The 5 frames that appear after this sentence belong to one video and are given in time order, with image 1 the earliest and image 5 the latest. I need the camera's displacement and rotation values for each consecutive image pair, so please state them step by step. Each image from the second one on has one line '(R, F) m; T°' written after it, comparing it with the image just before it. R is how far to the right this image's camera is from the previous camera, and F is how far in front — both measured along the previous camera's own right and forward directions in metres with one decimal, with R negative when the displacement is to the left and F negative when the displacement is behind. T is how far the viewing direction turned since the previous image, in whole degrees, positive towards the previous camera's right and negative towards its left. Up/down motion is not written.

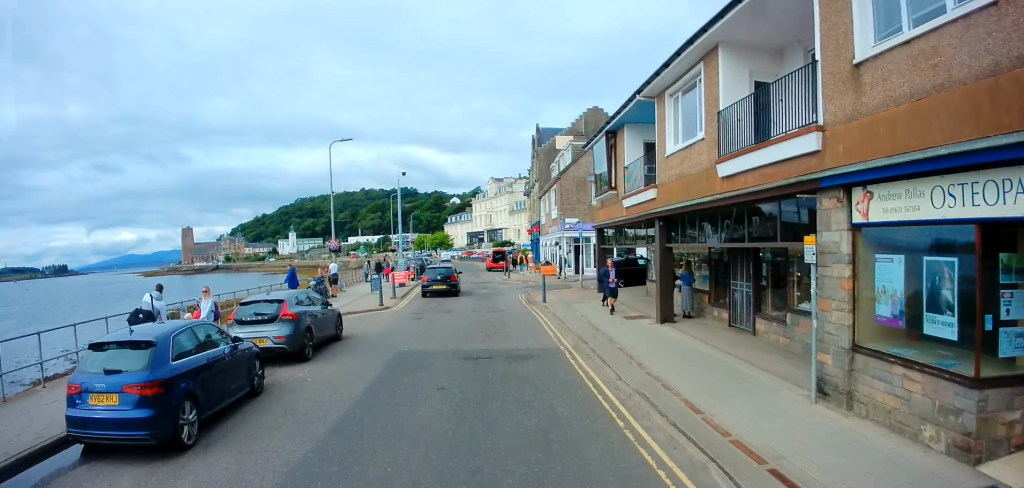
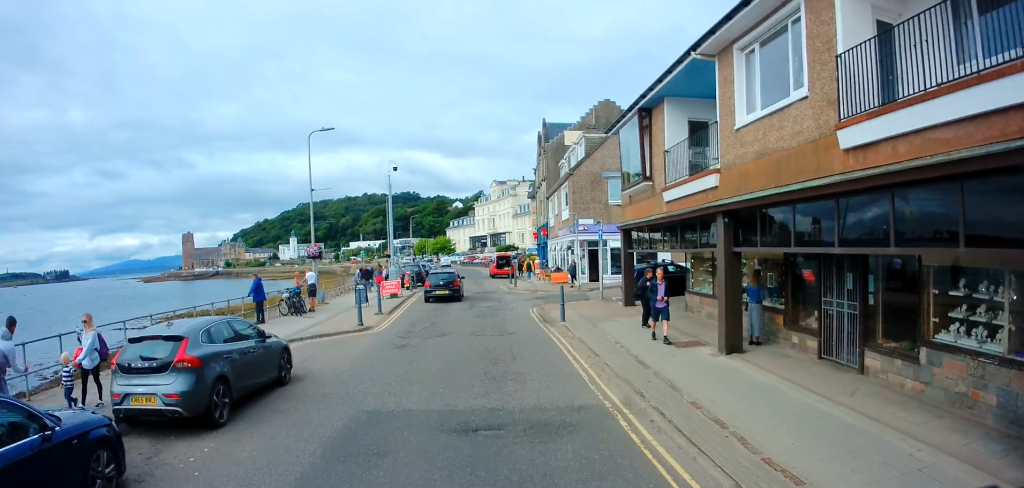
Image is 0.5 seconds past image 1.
(+0.1, +4.2) m; 0°
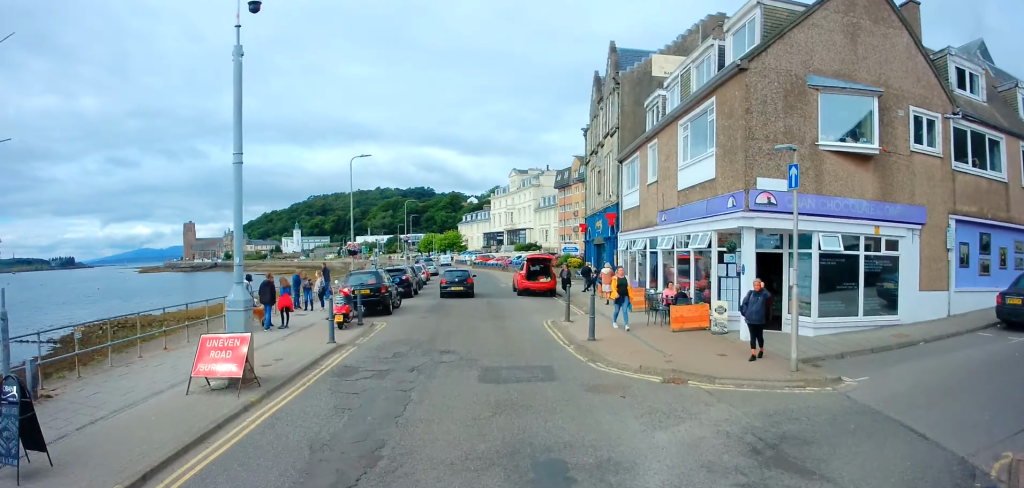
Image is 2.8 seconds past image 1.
(-1.0, +20.2) m; -4°
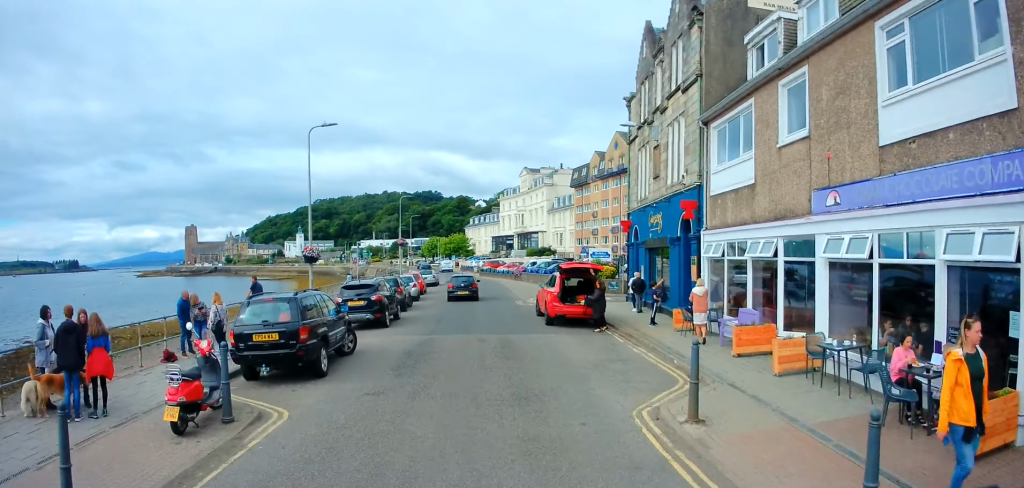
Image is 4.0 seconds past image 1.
(0.0, +9.9) m; -1°
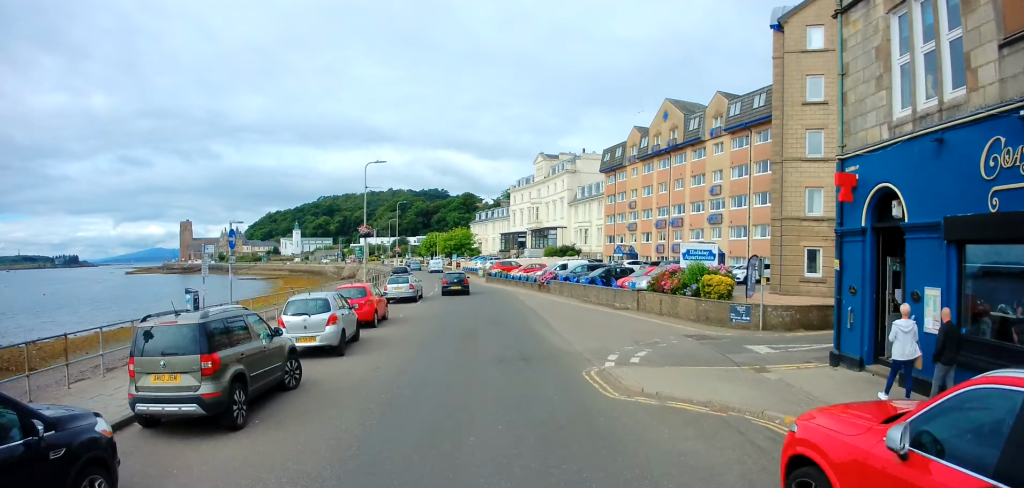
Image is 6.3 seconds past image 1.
(-0.1, +18.6) m; +2°
